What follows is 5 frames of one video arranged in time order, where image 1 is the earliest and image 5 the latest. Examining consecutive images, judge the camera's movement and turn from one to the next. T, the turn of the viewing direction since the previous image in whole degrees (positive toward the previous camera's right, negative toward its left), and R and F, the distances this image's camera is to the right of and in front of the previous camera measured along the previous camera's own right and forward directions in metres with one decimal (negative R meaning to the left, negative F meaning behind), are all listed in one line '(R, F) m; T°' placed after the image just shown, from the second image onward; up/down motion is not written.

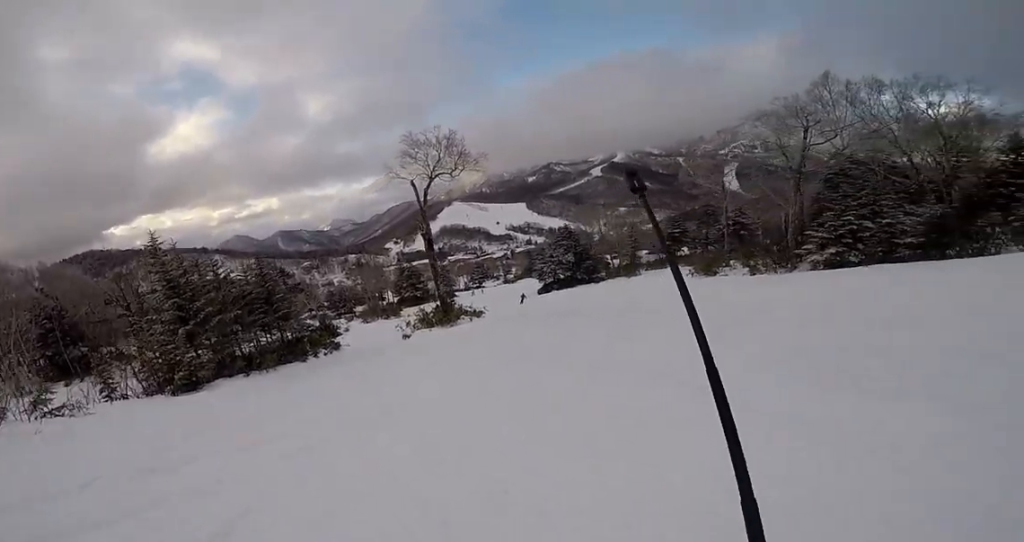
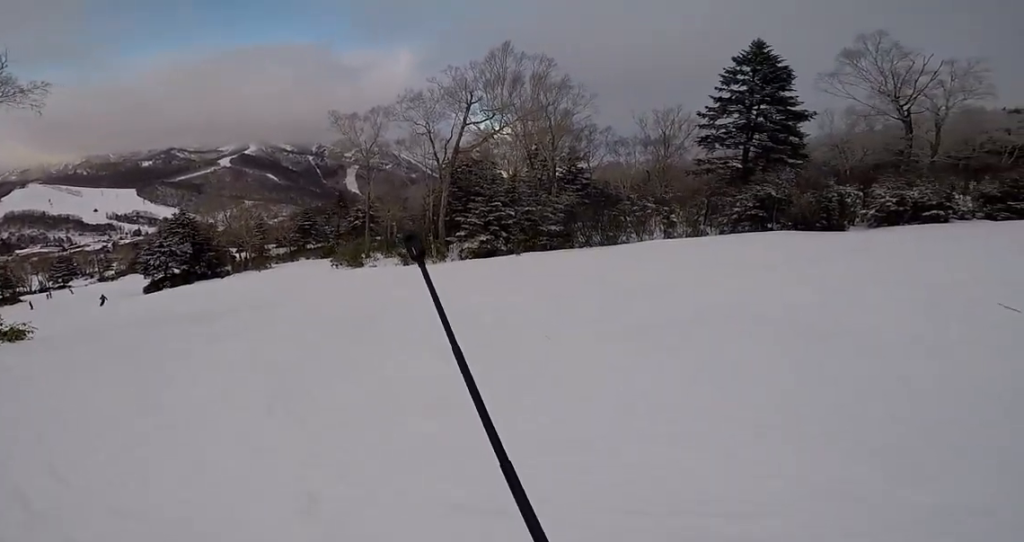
(+3.6, +10.2) m; +14°
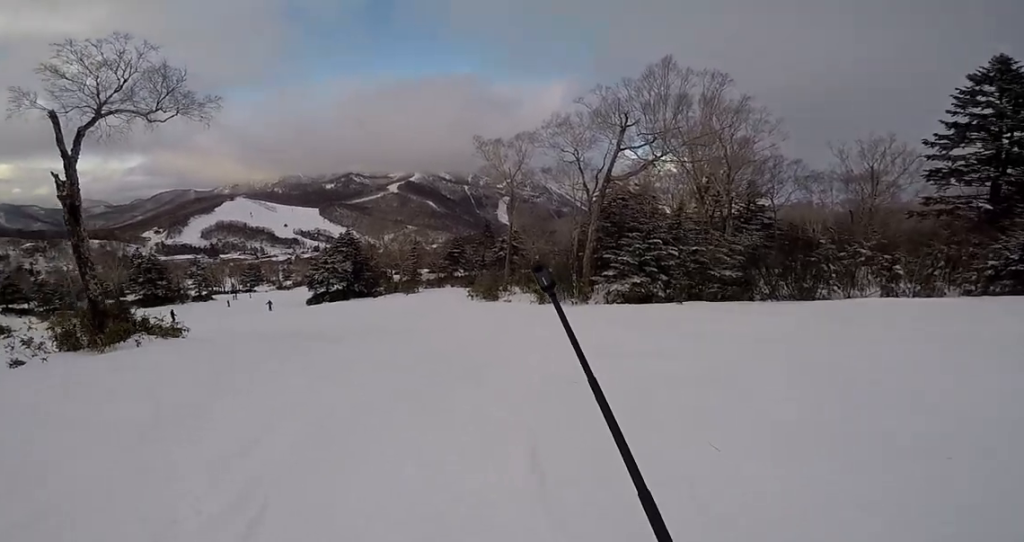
(+0.2, +3.4) m; -13°
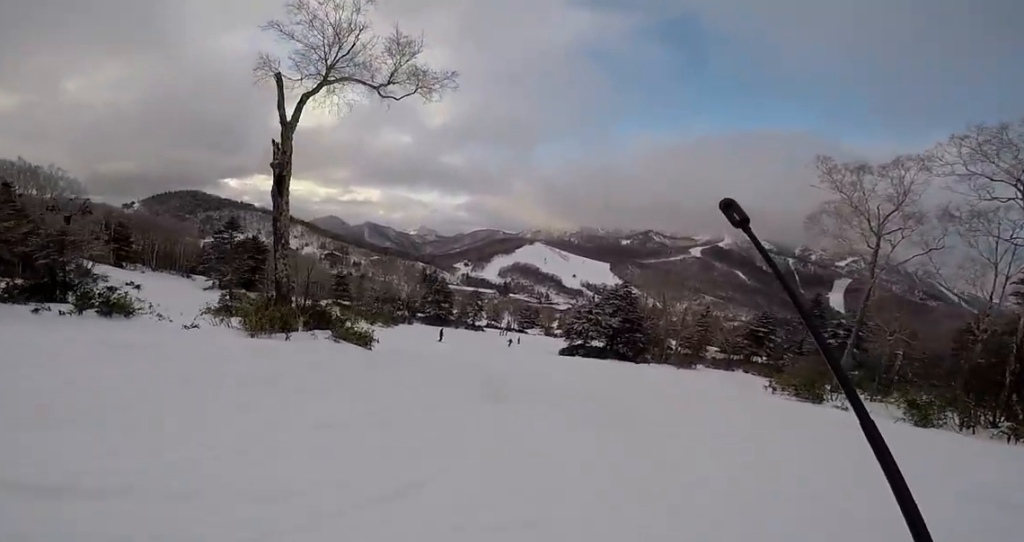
(-3.7, +9.1) m; -33°
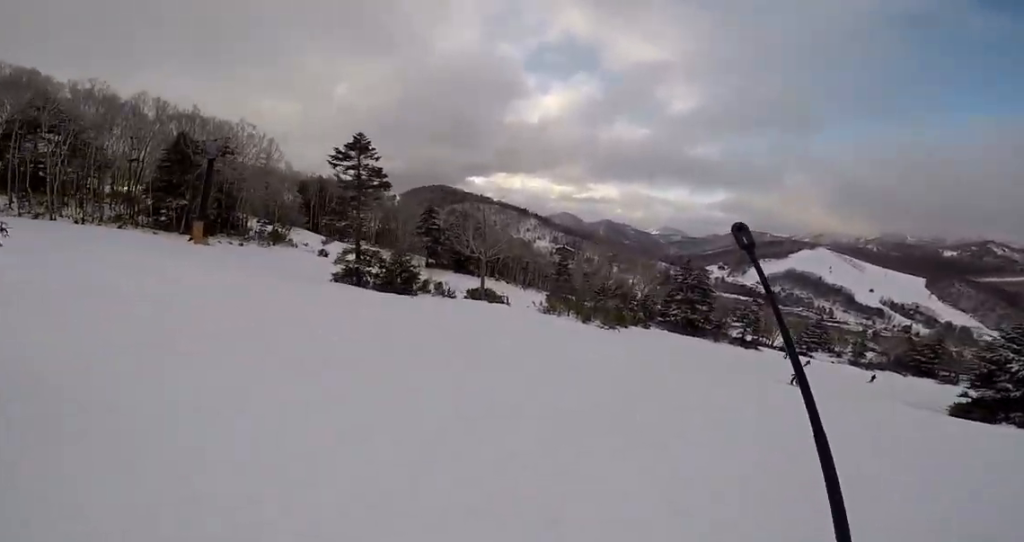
(-6.2, +20.8) m; -46°
